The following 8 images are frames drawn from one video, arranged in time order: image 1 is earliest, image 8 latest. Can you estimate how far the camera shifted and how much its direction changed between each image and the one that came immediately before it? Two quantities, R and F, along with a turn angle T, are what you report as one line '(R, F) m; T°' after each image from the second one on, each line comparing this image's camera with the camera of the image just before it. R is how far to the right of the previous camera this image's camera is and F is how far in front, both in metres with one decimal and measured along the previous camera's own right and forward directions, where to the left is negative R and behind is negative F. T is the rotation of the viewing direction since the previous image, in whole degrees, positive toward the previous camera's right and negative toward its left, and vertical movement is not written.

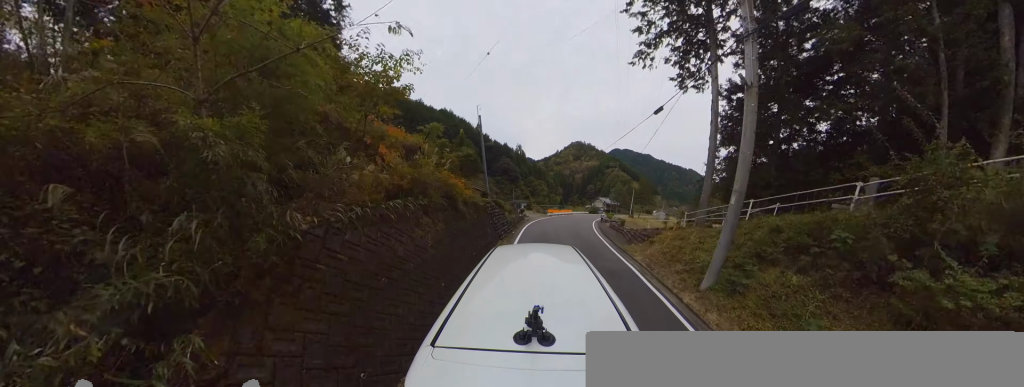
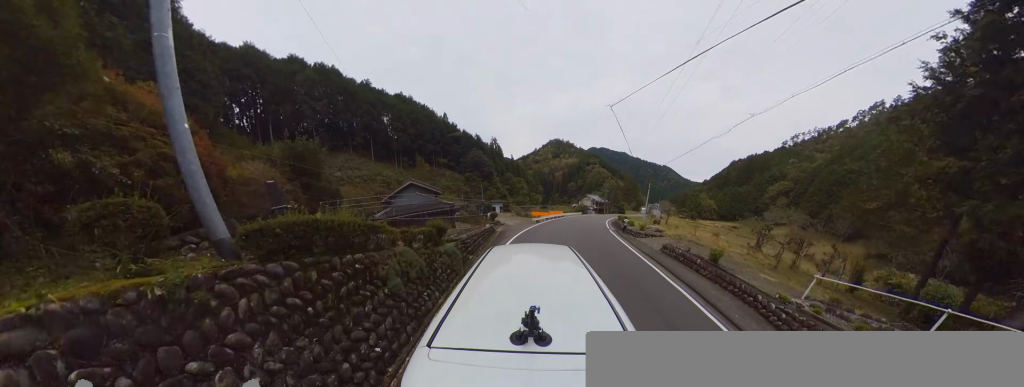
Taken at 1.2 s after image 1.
(+0.9, +12.1) m; +11°
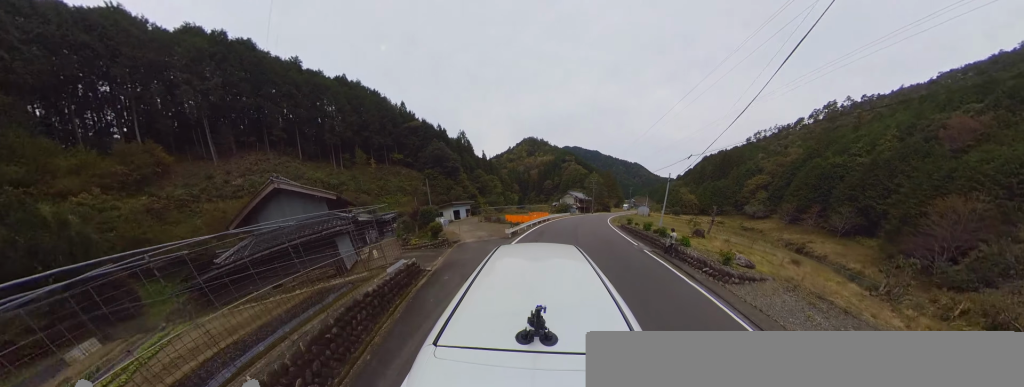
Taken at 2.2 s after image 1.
(+1.0, +10.2) m; +11°
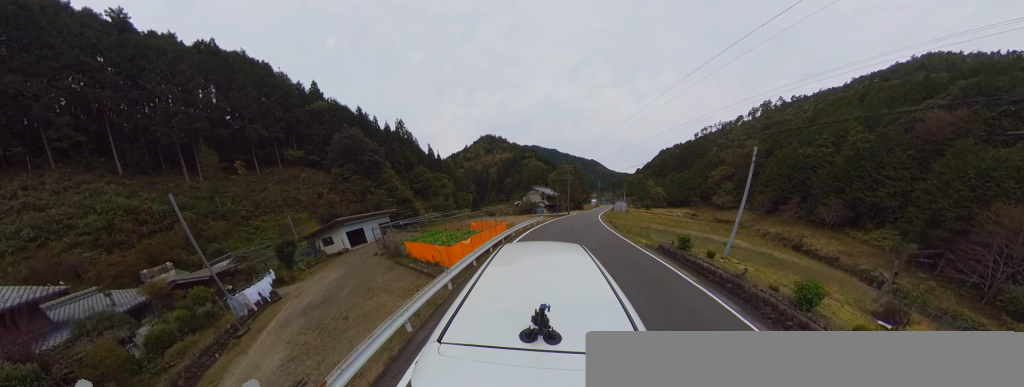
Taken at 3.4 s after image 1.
(+1.5, +13.7) m; +13°
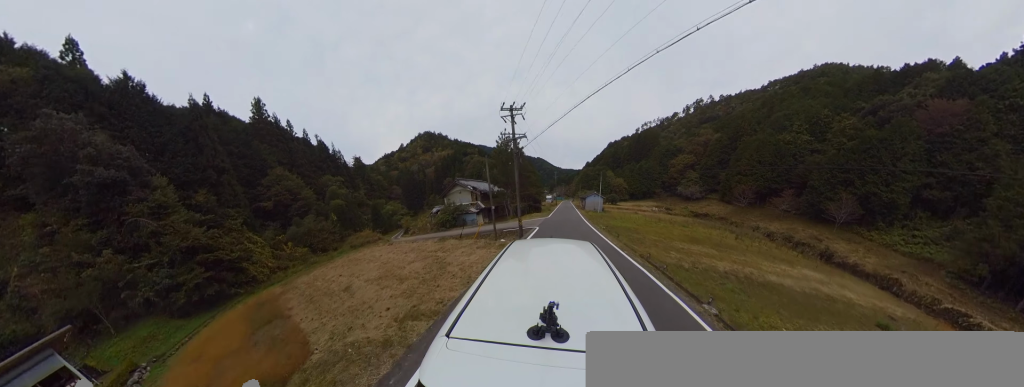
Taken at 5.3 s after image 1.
(+1.9, +21.9) m; +12°
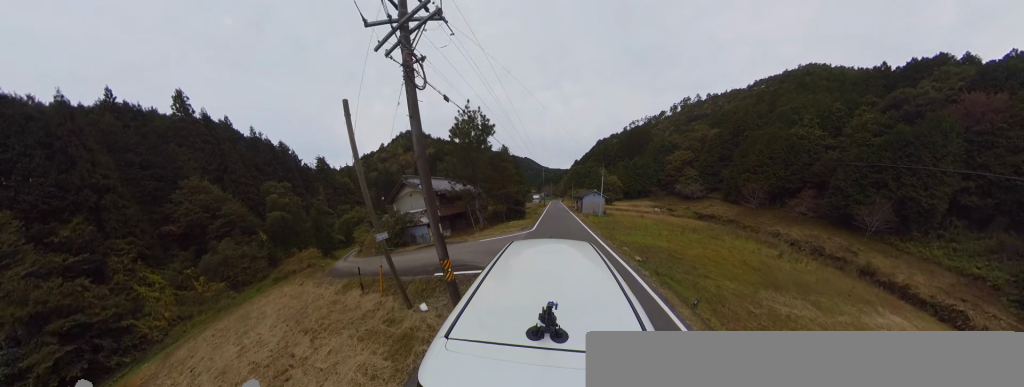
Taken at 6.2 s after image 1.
(+1.0, +10.0) m; +2°
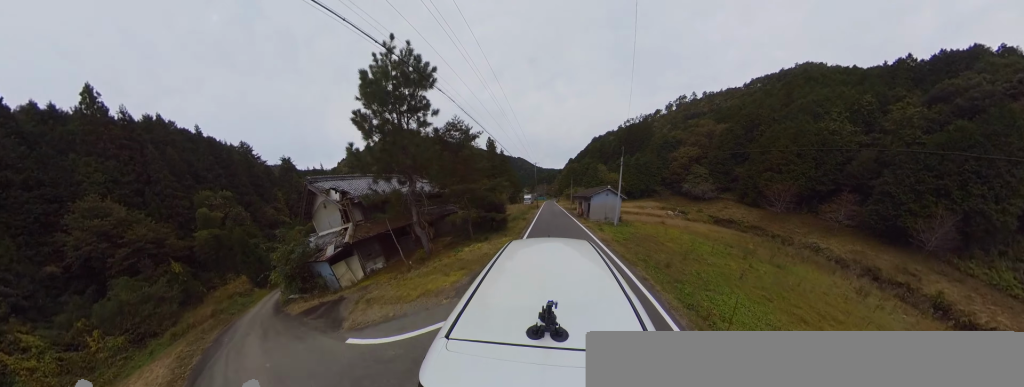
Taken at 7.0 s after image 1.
(+0.1, +9.8) m; 0°
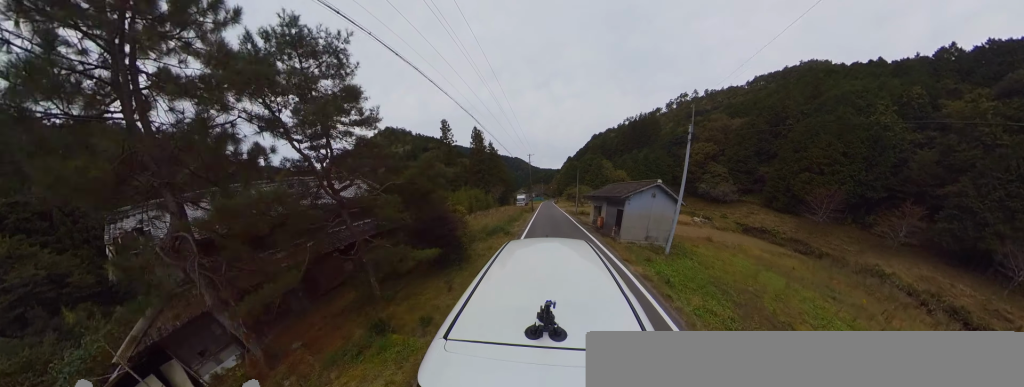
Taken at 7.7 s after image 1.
(-0.8, +9.6) m; 0°
